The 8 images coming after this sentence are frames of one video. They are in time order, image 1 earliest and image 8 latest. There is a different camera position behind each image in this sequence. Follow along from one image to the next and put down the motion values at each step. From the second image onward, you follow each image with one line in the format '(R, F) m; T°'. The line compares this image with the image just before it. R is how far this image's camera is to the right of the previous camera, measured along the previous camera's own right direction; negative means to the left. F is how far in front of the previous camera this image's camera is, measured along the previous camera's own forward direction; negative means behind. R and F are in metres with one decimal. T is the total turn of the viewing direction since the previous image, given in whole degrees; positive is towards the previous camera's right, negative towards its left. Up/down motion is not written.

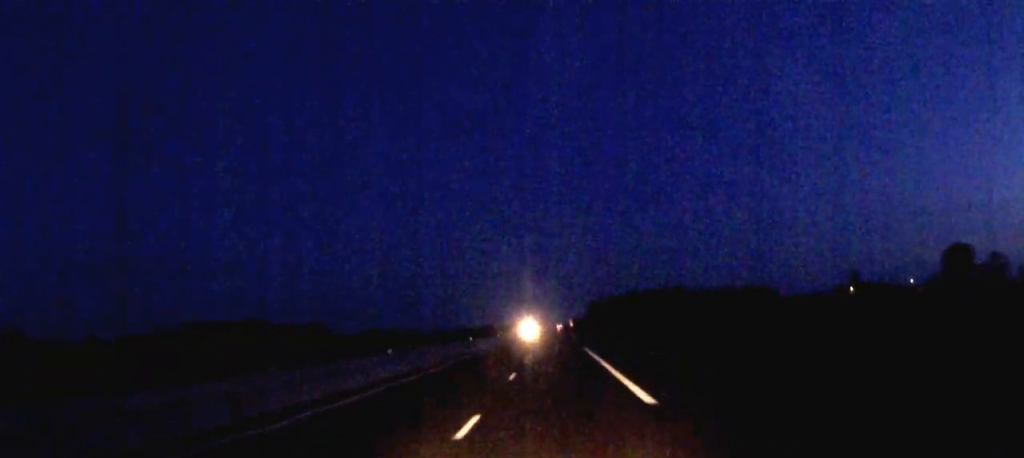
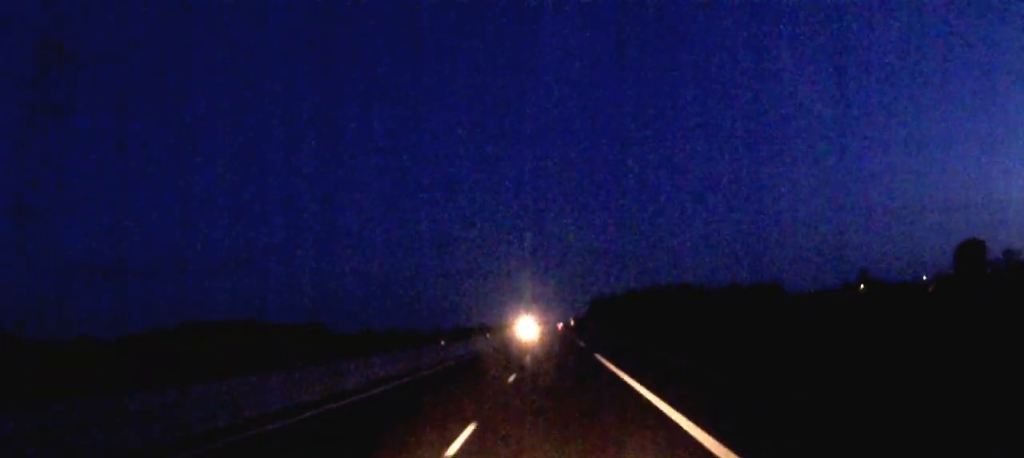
(0.0, +14.6) m; 0°
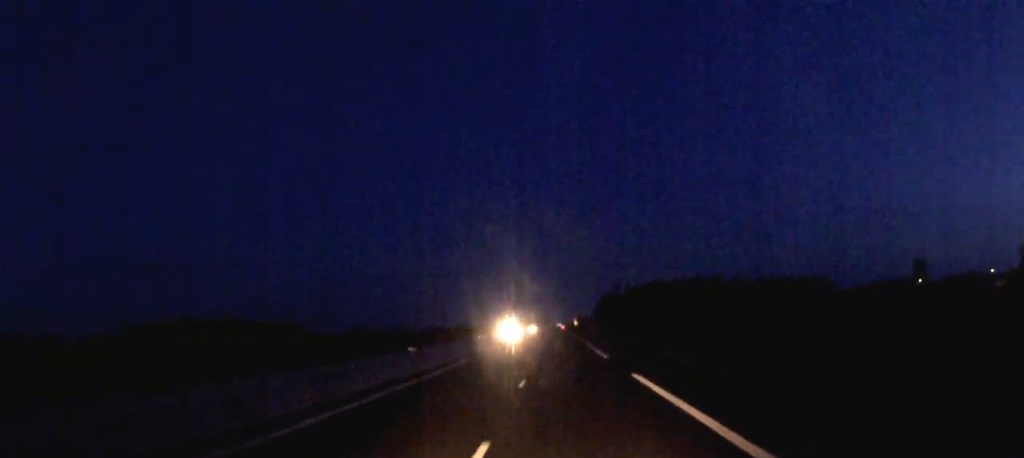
(-0.1, +67.7) m; 0°
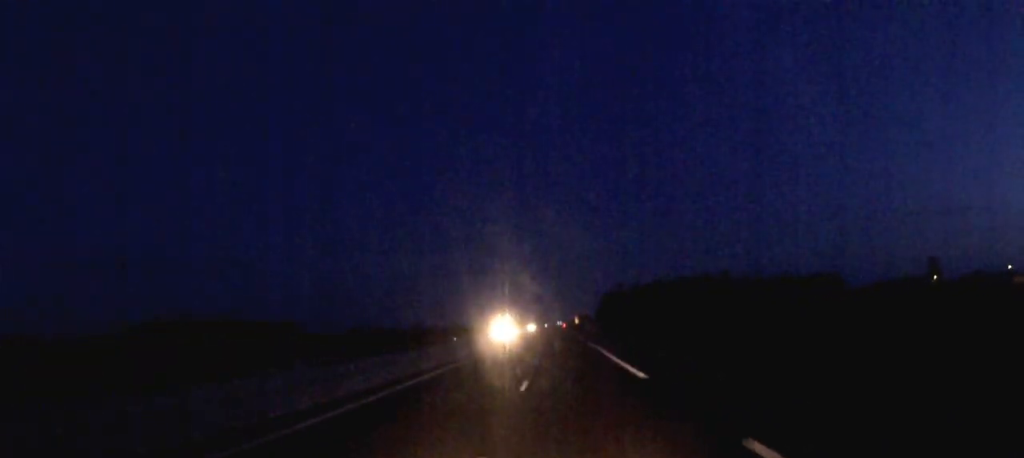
(0.0, +14.7) m; 0°
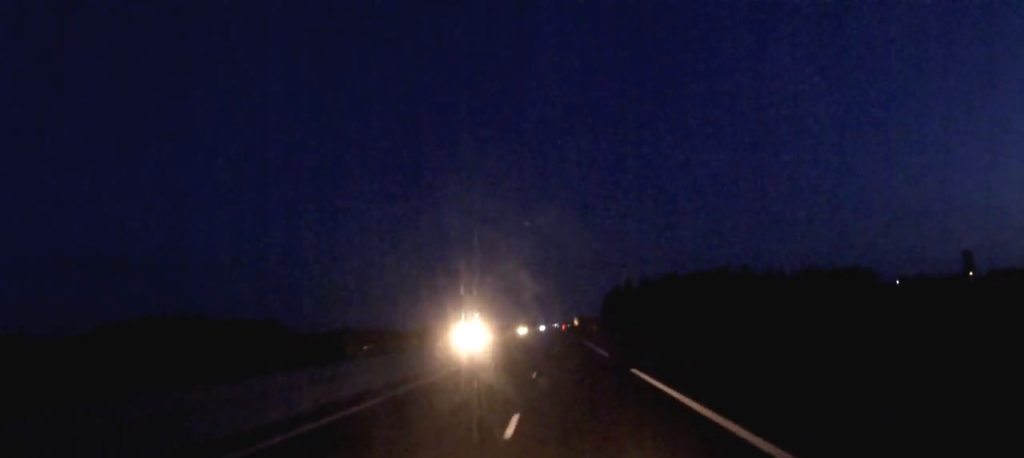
(+0.1, +33.9) m; 0°
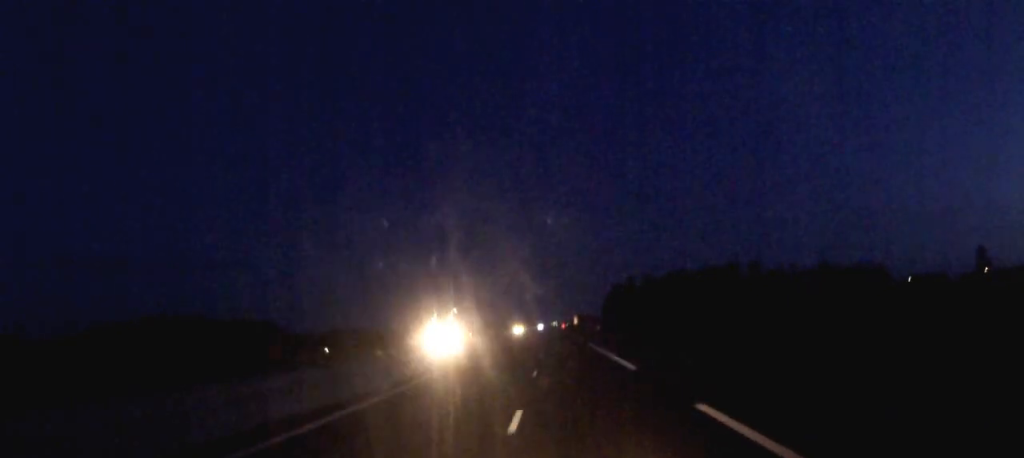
(0.0, +12.9) m; 0°
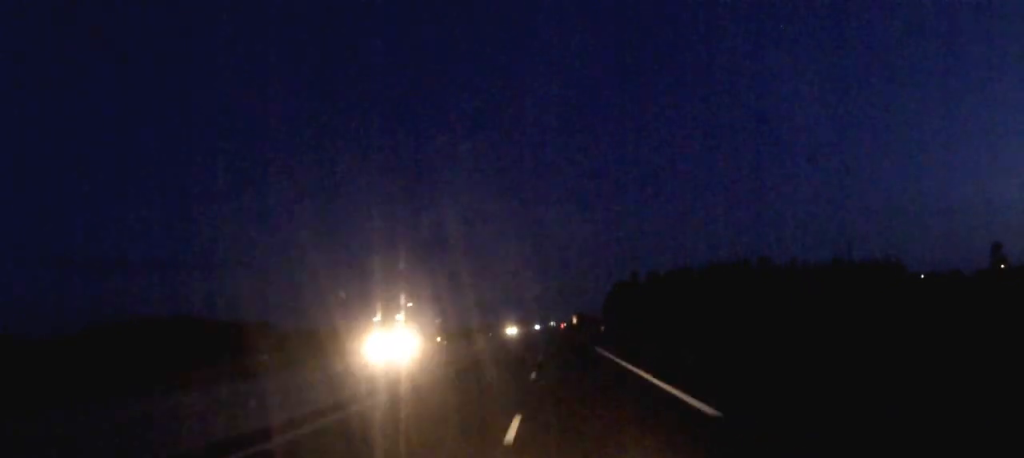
(0.0, +13.8) m; 0°
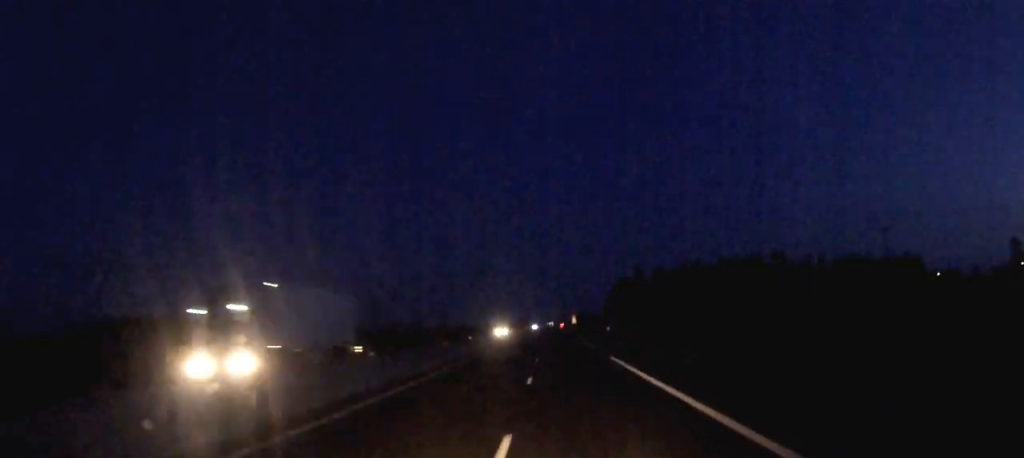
(0.0, +15.7) m; 0°
